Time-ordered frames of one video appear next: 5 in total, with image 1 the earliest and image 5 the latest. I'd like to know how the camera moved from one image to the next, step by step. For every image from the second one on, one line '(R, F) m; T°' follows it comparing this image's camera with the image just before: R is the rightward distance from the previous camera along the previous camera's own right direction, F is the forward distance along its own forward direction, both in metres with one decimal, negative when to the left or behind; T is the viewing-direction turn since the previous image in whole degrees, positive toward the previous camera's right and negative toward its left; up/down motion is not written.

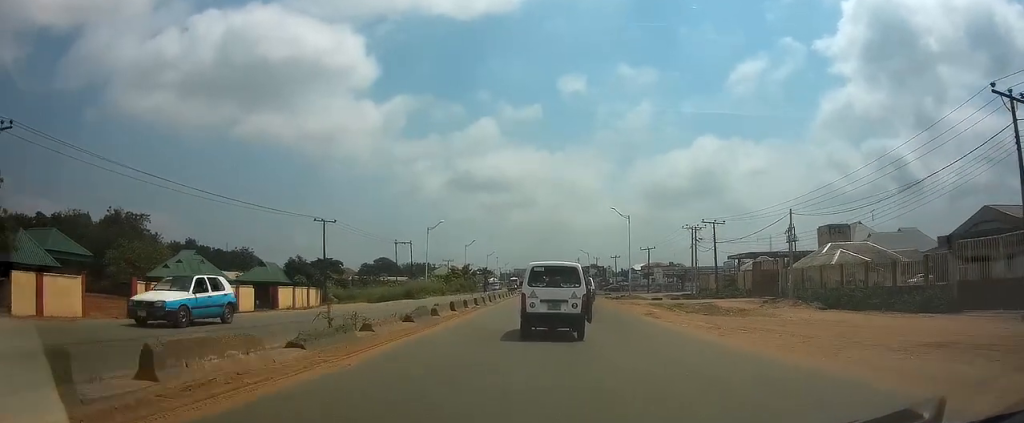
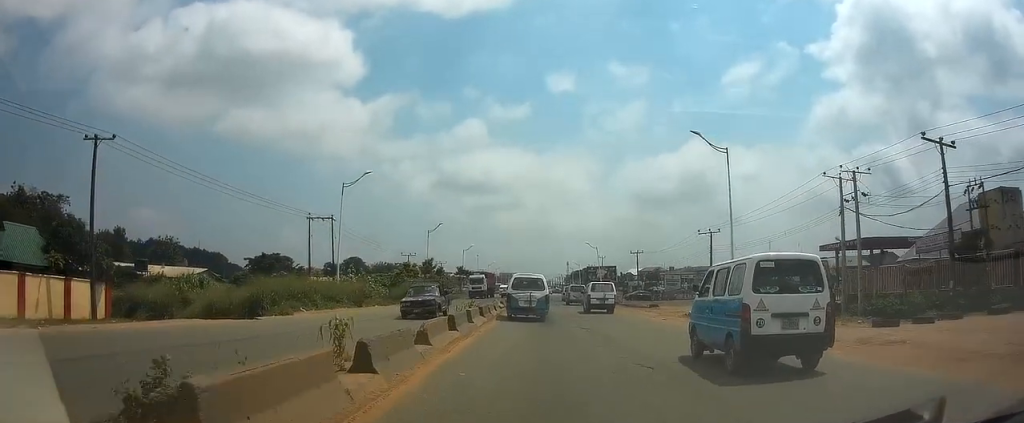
(+0.4, +37.5) m; +1°
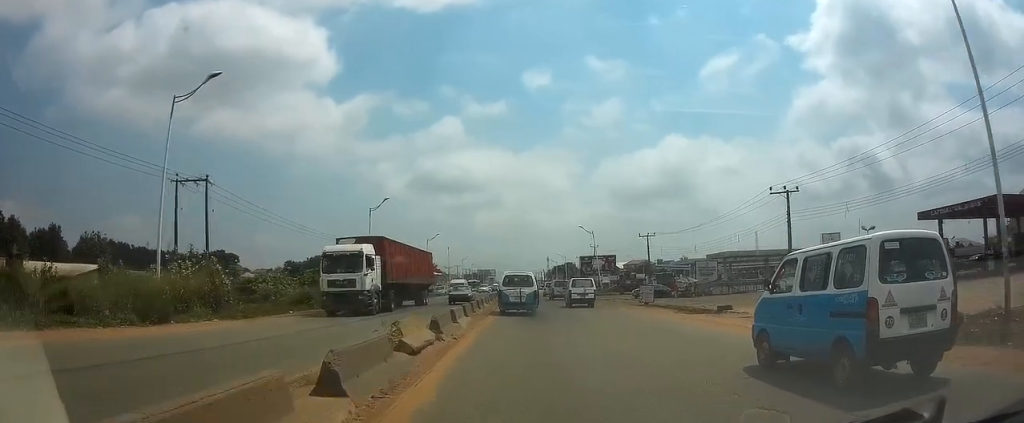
(+0.3, +23.2) m; +2°
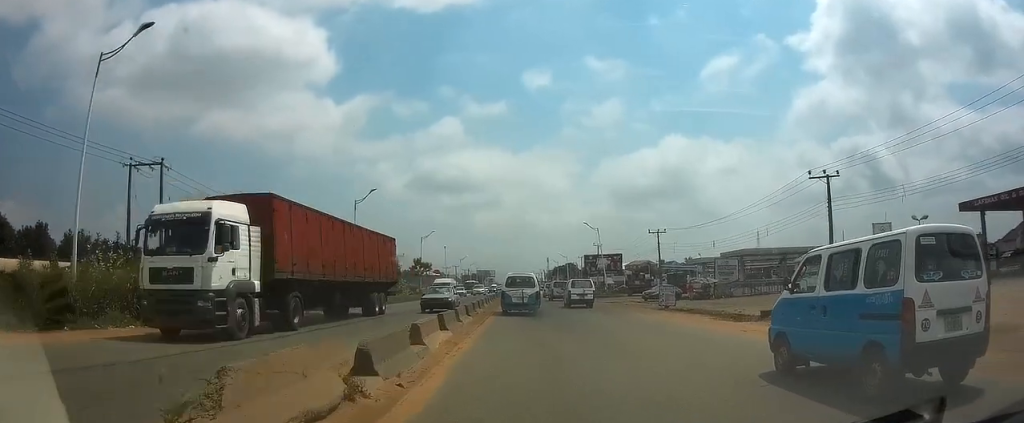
(0.0, +6.2) m; 0°
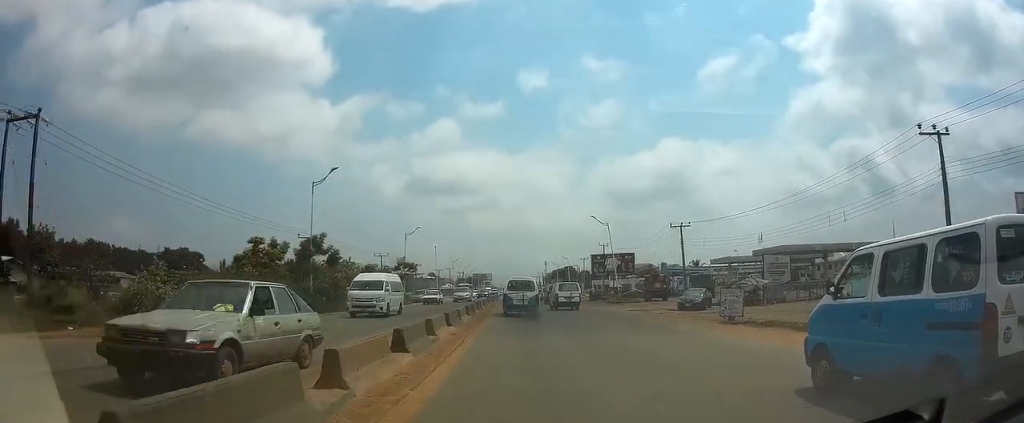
(+0.1, +11.6) m; 0°
